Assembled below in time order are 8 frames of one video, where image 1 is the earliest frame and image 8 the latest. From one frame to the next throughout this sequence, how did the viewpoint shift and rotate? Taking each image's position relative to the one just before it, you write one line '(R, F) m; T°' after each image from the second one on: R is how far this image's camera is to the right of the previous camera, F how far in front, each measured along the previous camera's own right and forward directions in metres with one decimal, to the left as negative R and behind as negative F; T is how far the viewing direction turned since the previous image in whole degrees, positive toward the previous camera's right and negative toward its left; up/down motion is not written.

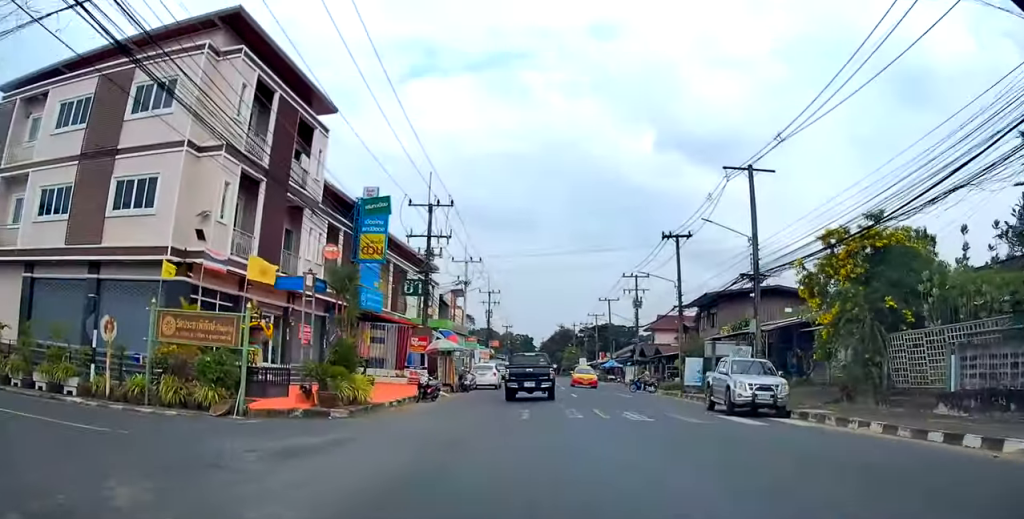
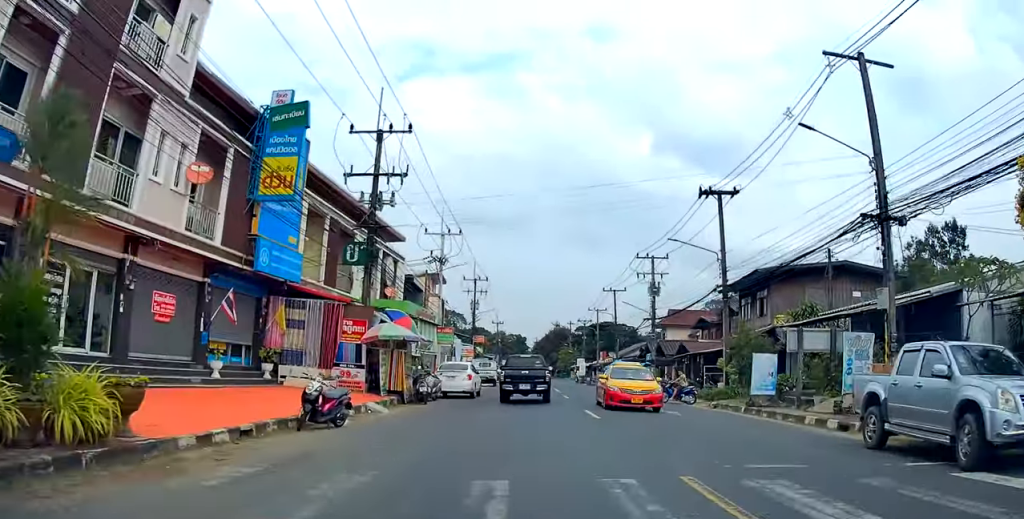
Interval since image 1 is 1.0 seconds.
(-0.1, +10.9) m; -2°
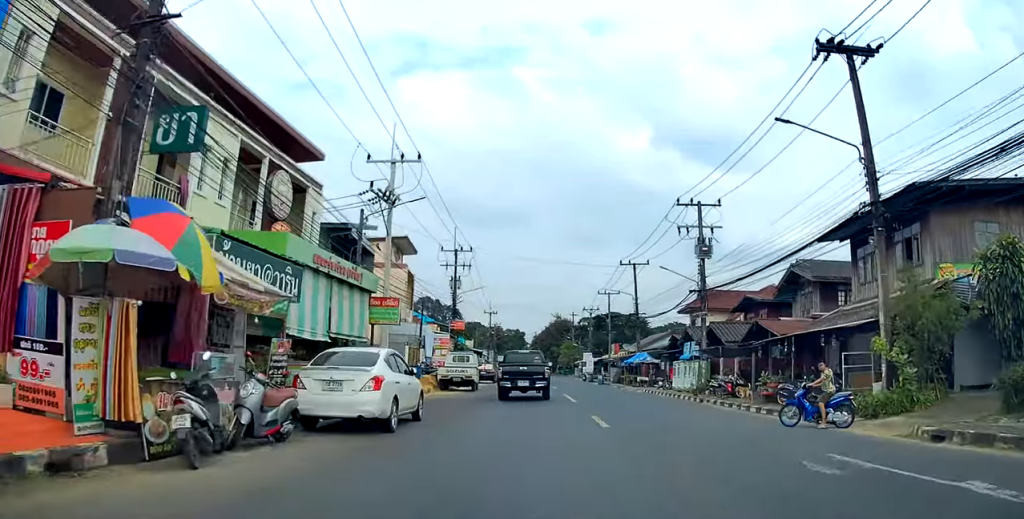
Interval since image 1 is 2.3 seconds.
(-0.1, +14.7) m; +1°
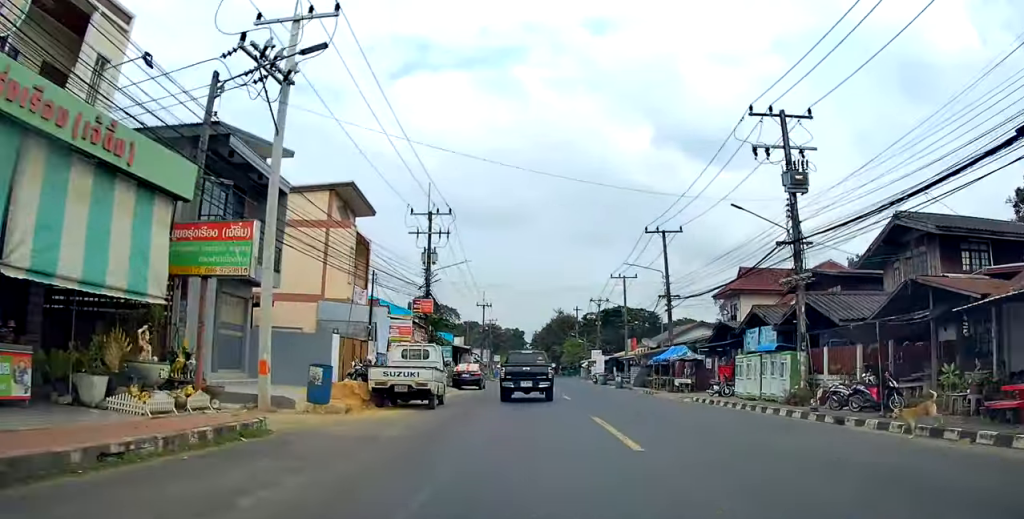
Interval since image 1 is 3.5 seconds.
(+0.3, +12.5) m; +2°
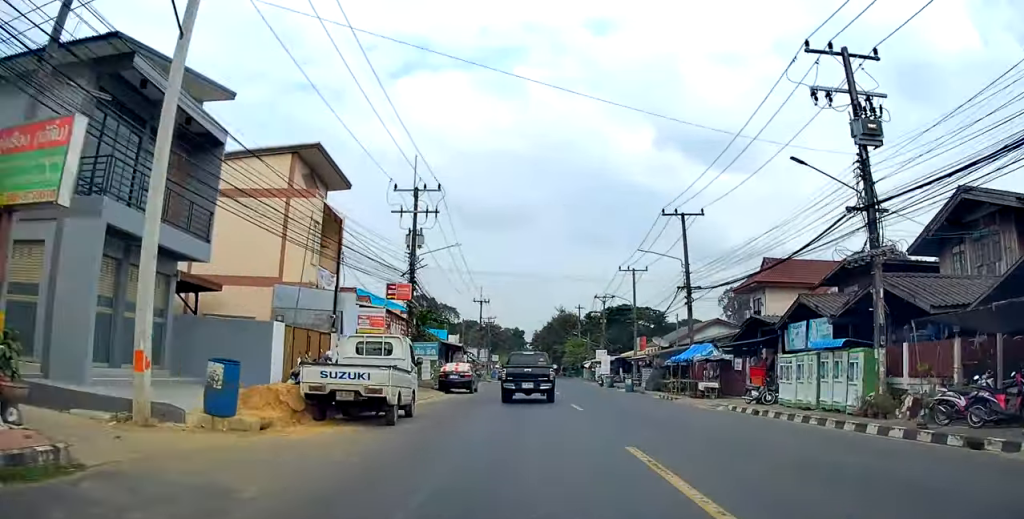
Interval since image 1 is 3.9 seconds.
(+0.1, +5.3) m; 0°
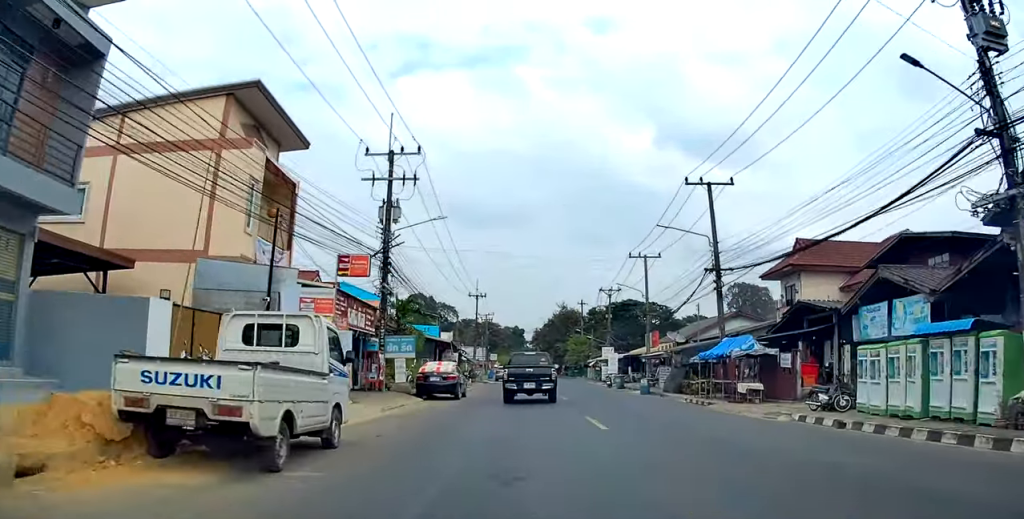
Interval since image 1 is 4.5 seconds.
(-0.1, +5.6) m; 0°
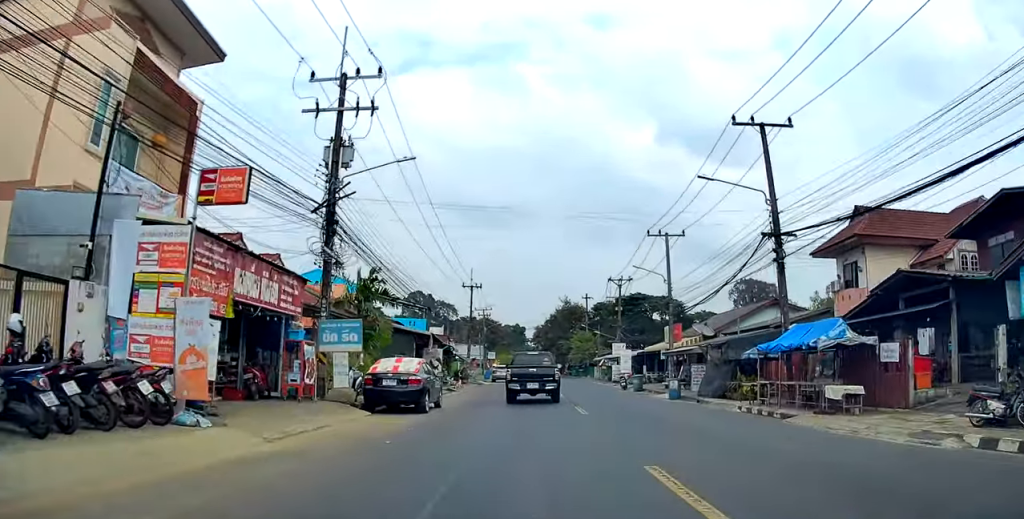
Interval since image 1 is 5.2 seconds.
(-0.1, +7.6) m; 0°
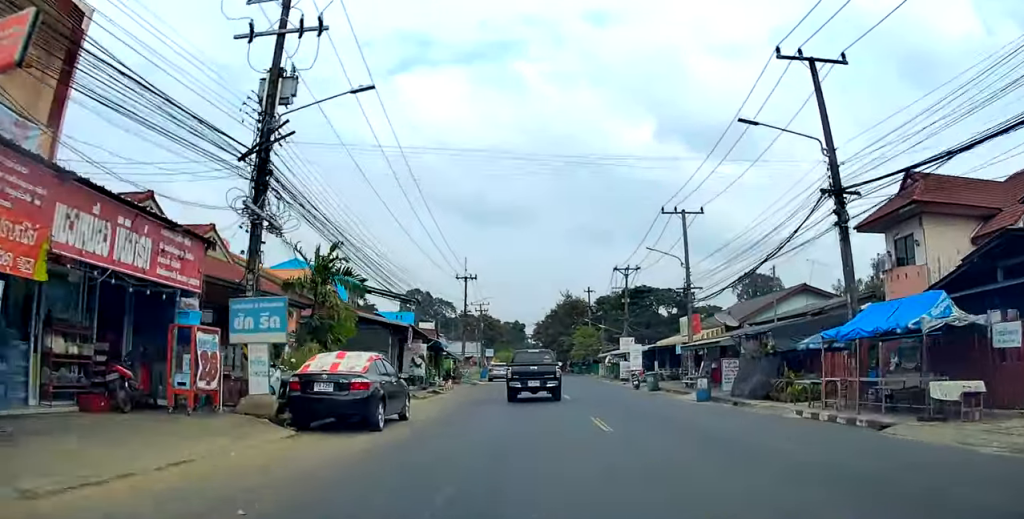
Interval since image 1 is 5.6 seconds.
(0.0, +5.0) m; 0°
